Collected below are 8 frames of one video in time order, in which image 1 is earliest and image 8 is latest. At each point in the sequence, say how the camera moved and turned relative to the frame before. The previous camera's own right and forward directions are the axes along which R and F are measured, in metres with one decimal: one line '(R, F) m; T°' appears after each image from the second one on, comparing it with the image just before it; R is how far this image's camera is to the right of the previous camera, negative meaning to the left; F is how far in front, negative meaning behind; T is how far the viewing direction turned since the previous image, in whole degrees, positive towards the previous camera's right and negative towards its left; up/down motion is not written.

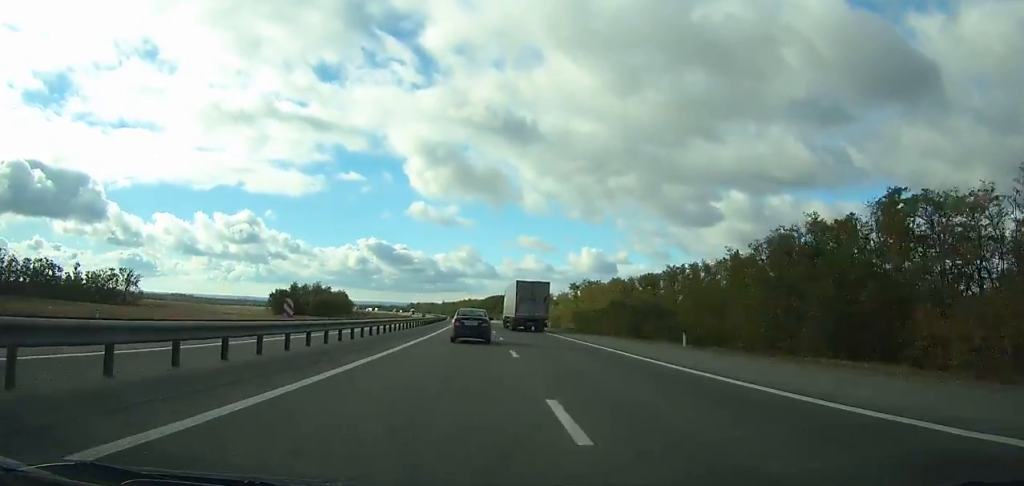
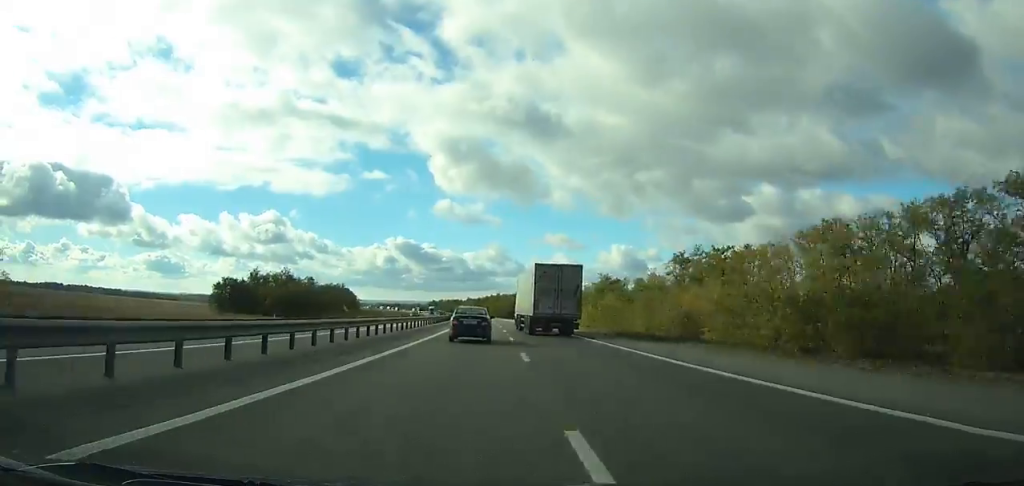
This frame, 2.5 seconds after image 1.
(-0.5, +73.6) m; -2°
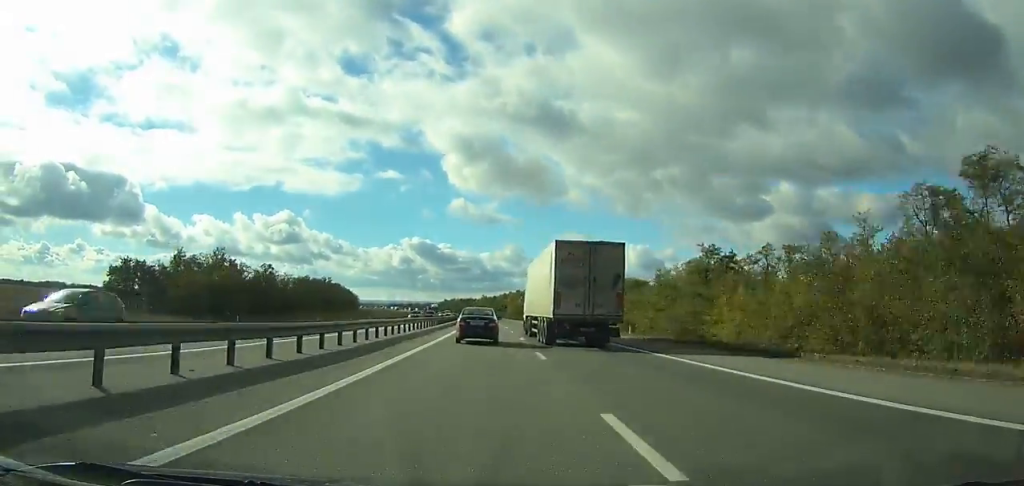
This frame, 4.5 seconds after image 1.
(-1.3, +55.9) m; -2°
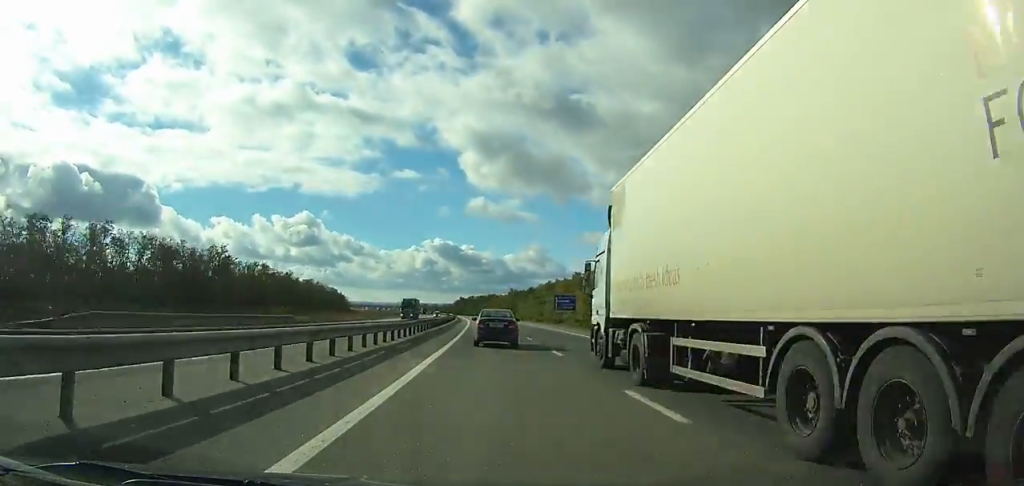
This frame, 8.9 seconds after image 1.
(-3.0, +119.4) m; -3°
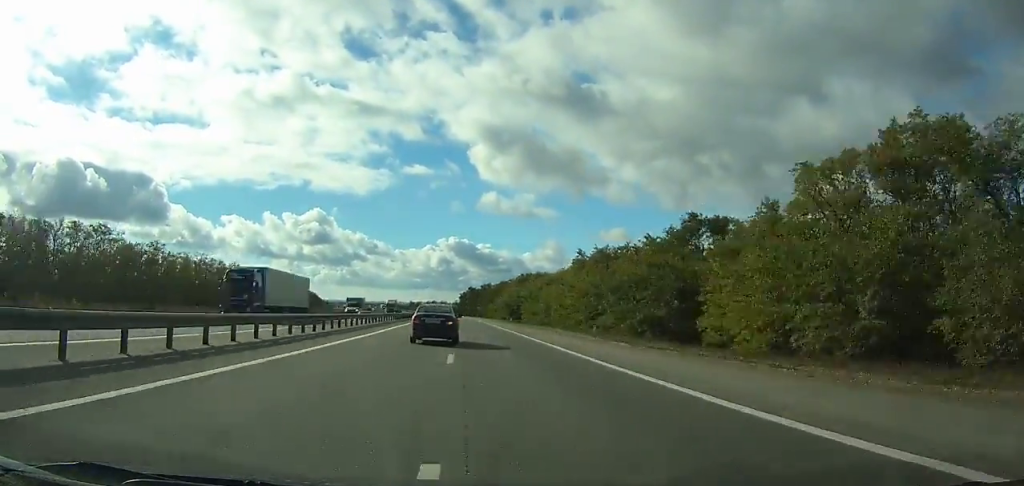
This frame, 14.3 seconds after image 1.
(-3.7, +157.6) m; -3°
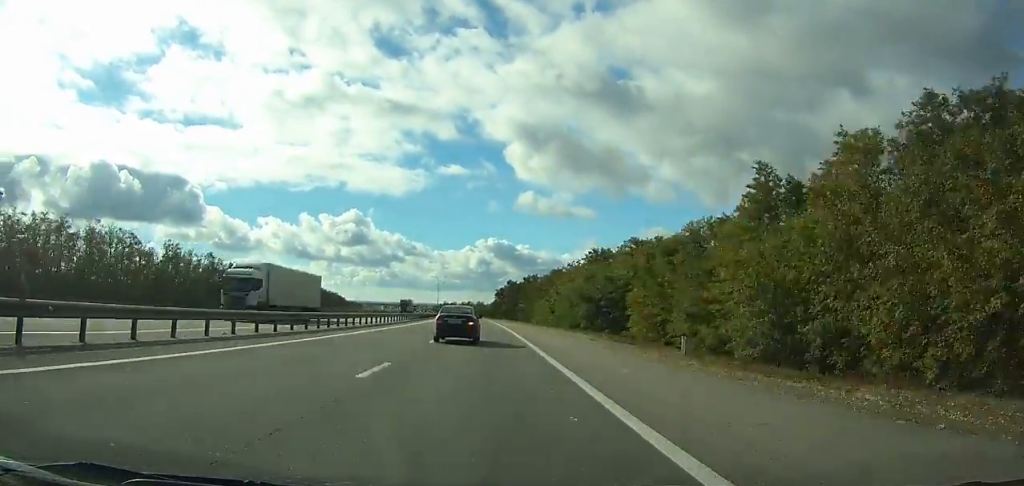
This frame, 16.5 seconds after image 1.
(-1.1, +68.9) m; -2°
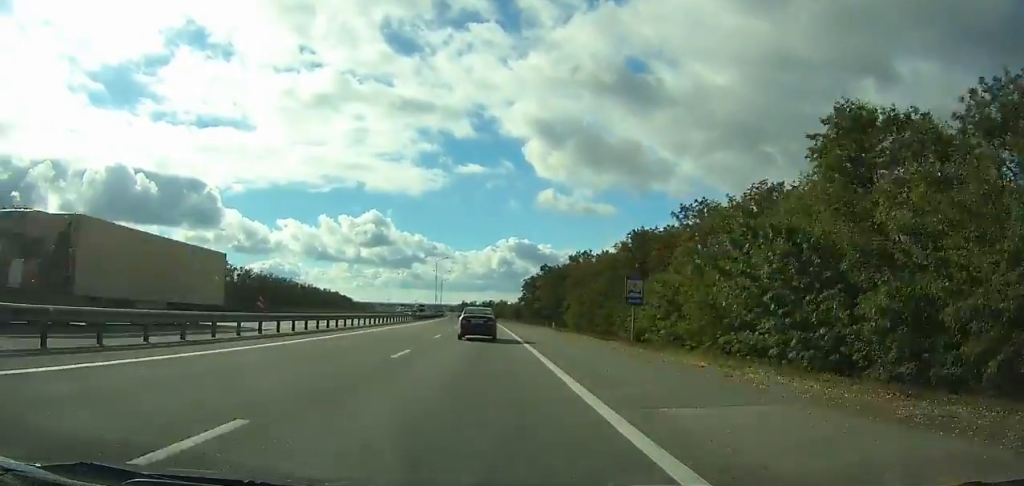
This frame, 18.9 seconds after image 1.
(-1.6, +74.2) m; -2°
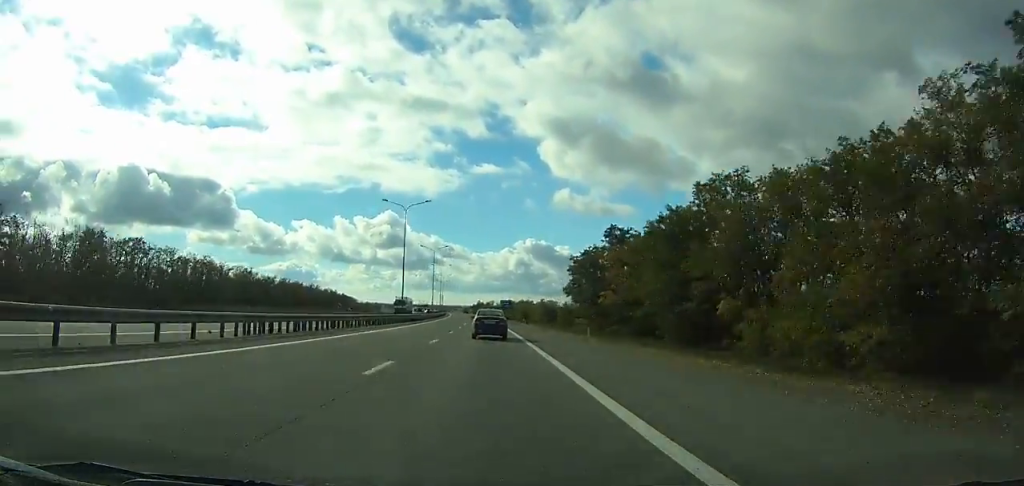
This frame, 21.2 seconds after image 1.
(-1.5, +69.4) m; -2°
